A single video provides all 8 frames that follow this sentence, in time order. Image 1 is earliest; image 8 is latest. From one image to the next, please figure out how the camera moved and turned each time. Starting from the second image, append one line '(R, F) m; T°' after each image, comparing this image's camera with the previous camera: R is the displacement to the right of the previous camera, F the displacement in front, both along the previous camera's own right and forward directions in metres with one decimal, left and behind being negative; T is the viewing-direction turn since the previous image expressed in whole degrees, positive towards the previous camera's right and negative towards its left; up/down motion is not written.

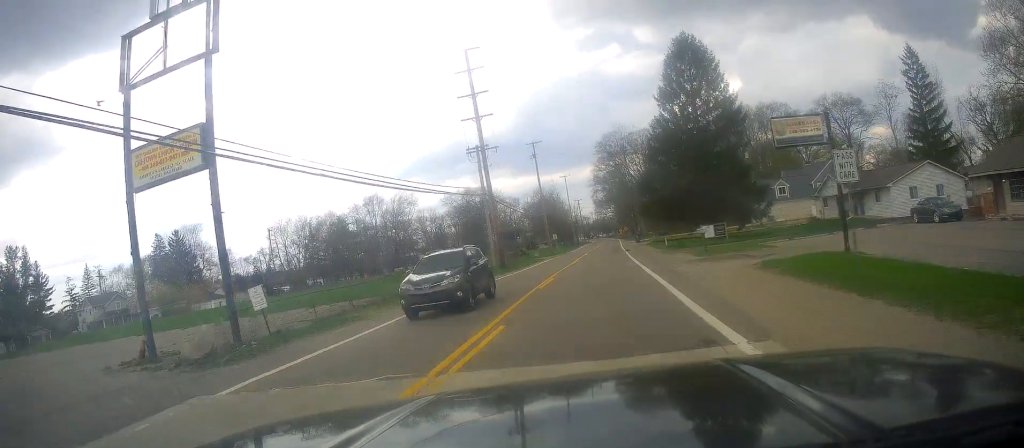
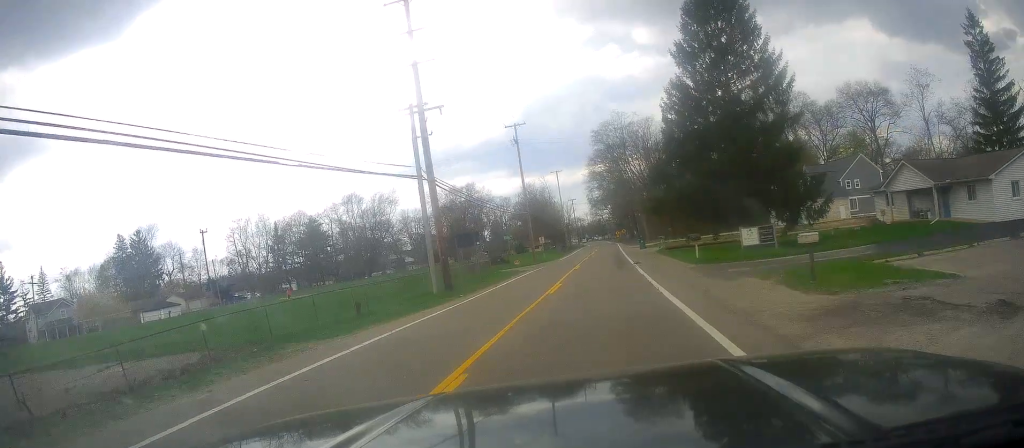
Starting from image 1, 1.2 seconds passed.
(+0.1, +15.8) m; +5°
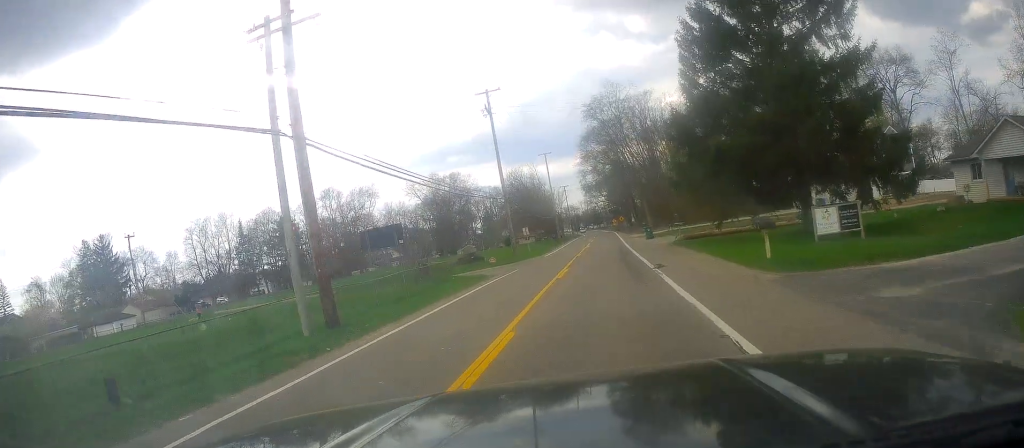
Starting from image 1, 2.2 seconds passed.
(+1.1, +13.0) m; +2°
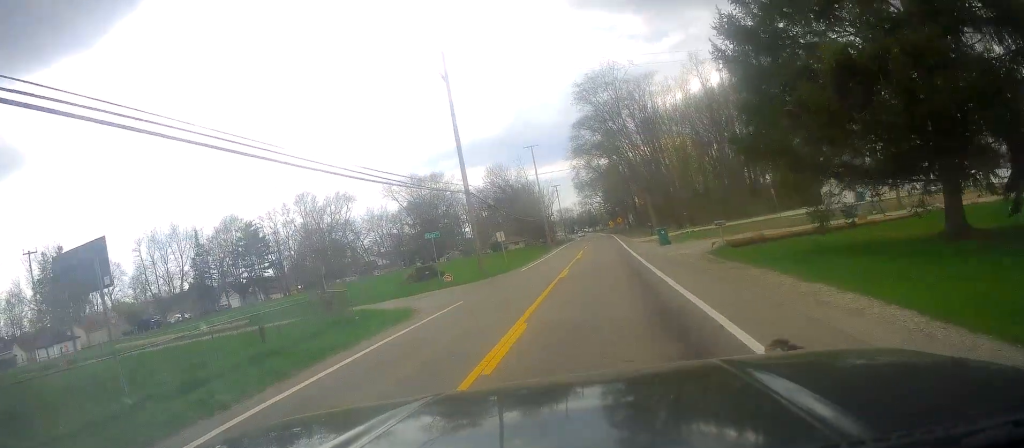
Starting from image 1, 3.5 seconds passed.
(-0.9, +13.8) m; -6°
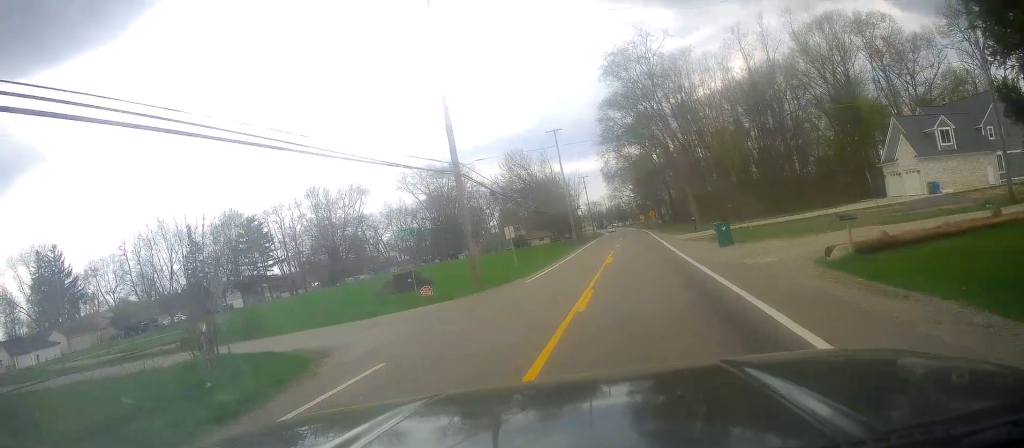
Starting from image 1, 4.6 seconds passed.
(-0.3, +10.7) m; -4°
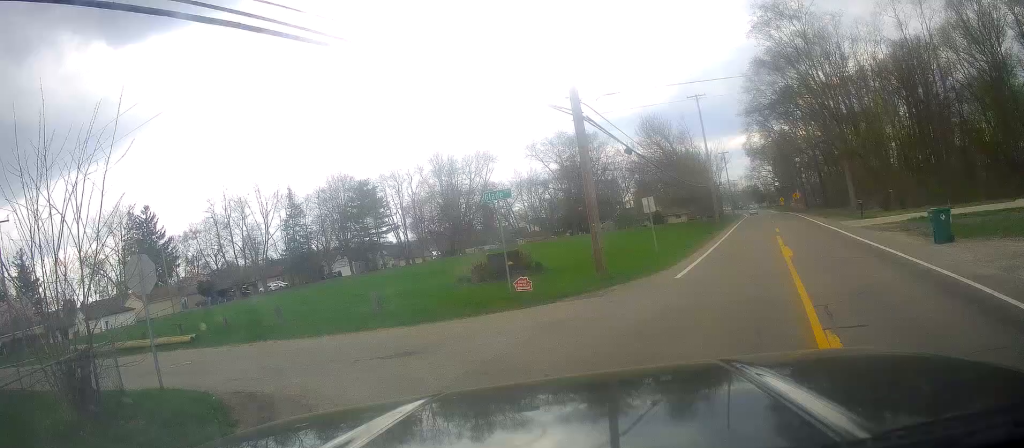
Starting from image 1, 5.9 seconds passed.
(-0.5, +9.6) m; -10°
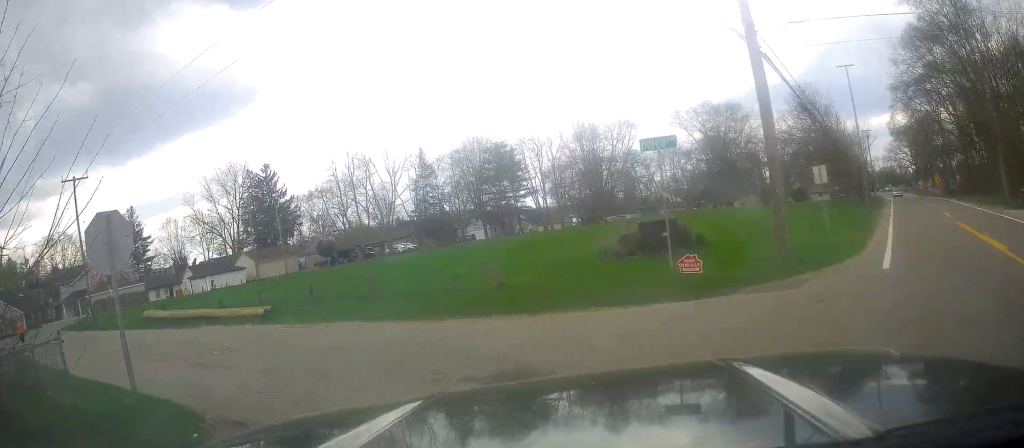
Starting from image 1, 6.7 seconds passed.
(-0.5, +5.2) m; -15°
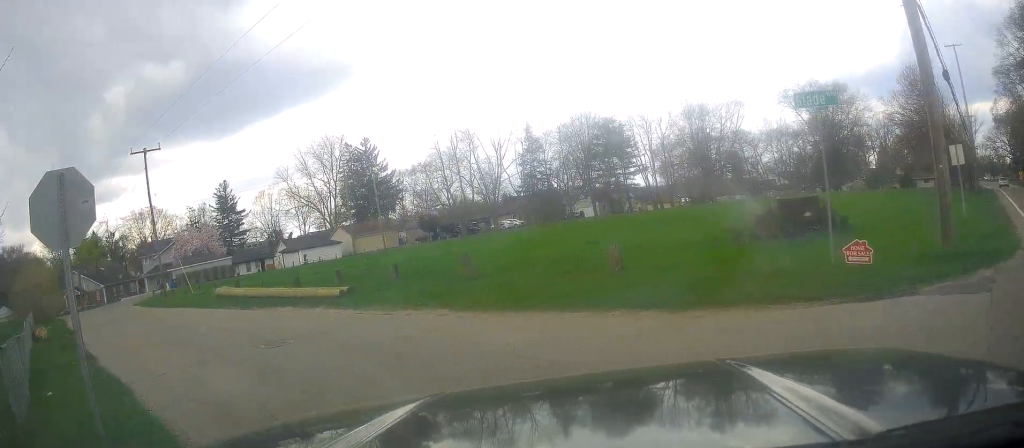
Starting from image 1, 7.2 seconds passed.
(+0.1, +3.2) m; -12°
